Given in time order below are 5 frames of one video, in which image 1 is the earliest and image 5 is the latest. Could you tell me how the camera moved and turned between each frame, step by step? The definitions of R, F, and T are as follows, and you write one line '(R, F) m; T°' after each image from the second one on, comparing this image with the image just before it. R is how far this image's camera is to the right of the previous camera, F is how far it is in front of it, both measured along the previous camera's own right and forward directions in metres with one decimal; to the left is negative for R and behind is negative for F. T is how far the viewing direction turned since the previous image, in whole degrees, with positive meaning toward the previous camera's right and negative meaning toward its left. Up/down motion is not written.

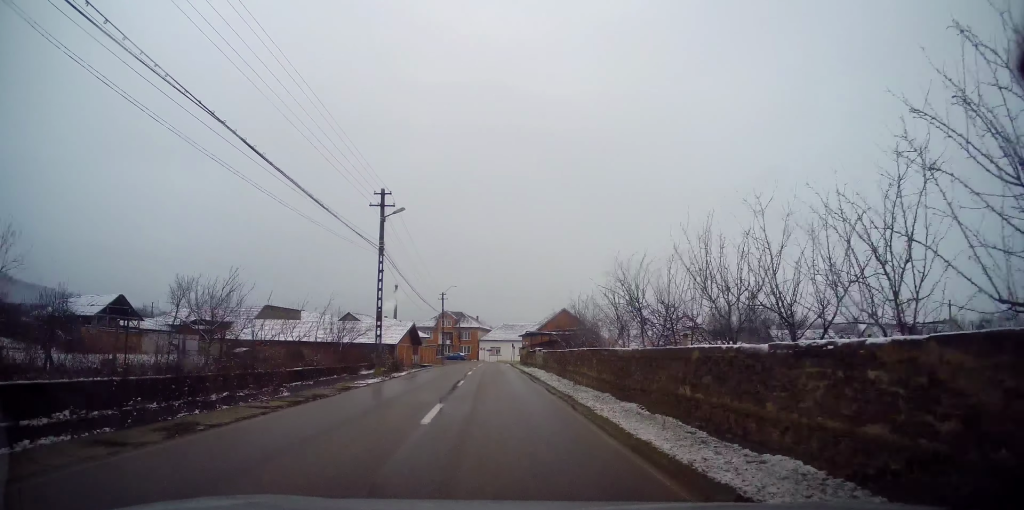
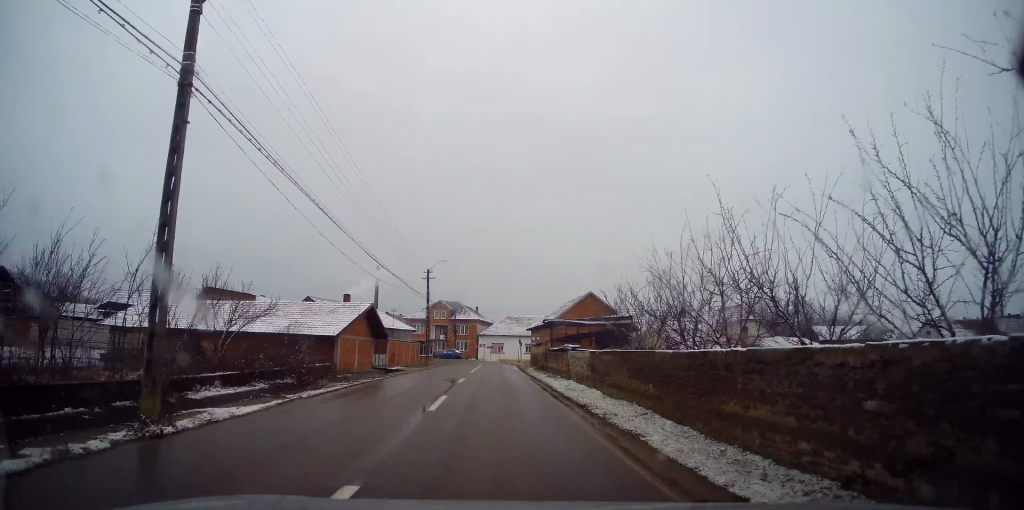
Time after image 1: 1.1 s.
(0.0, +15.9) m; 0°
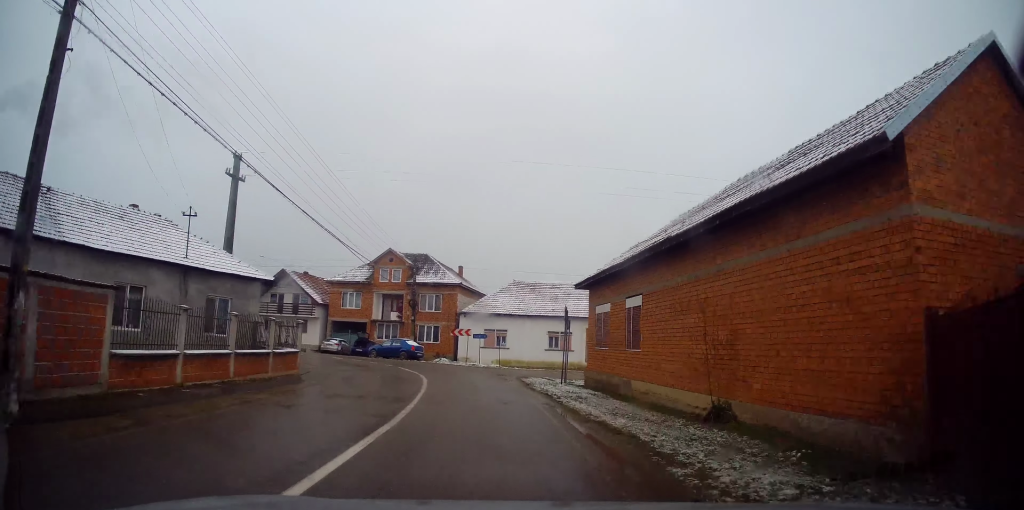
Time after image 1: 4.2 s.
(+0.4, +40.1) m; -2°
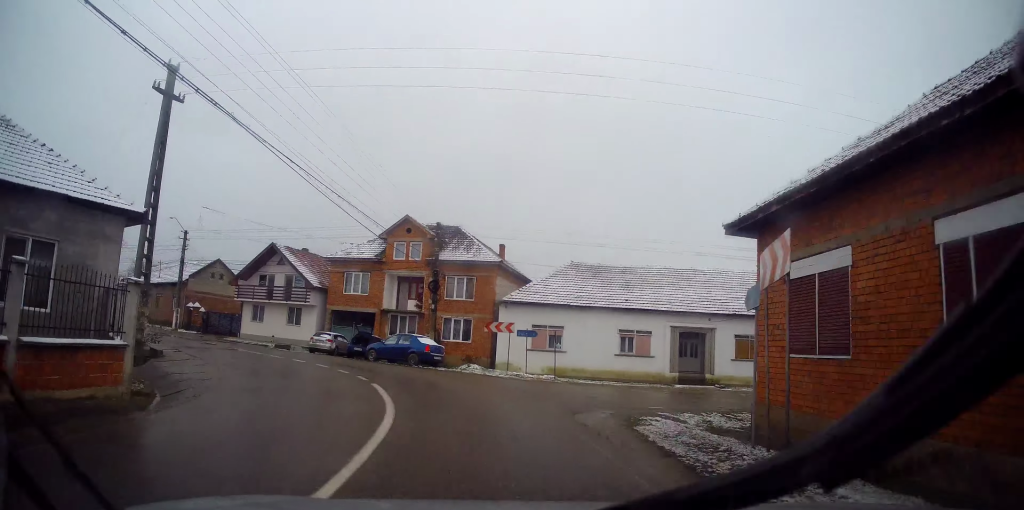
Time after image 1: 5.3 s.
(-0.4, +12.1) m; -5°
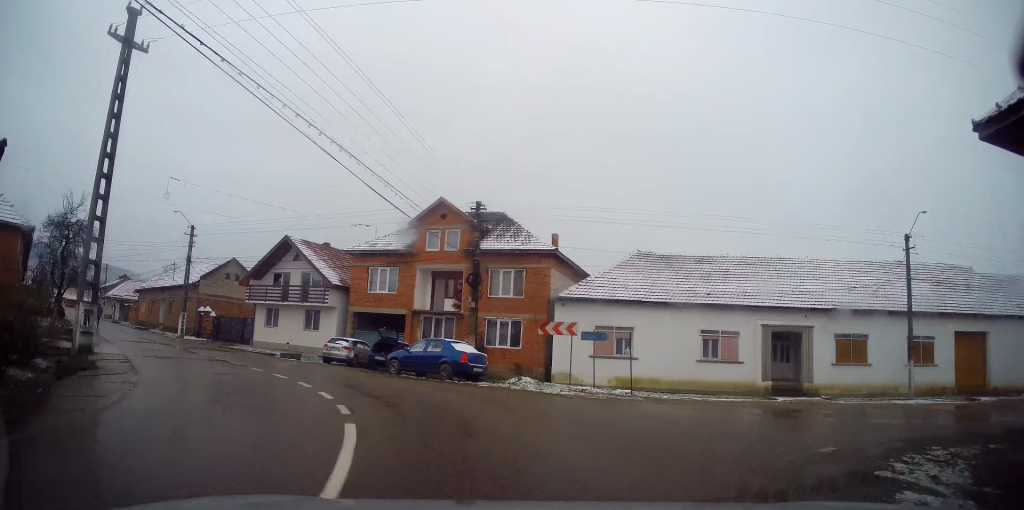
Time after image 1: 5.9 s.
(+0.1, +6.4) m; -5°
